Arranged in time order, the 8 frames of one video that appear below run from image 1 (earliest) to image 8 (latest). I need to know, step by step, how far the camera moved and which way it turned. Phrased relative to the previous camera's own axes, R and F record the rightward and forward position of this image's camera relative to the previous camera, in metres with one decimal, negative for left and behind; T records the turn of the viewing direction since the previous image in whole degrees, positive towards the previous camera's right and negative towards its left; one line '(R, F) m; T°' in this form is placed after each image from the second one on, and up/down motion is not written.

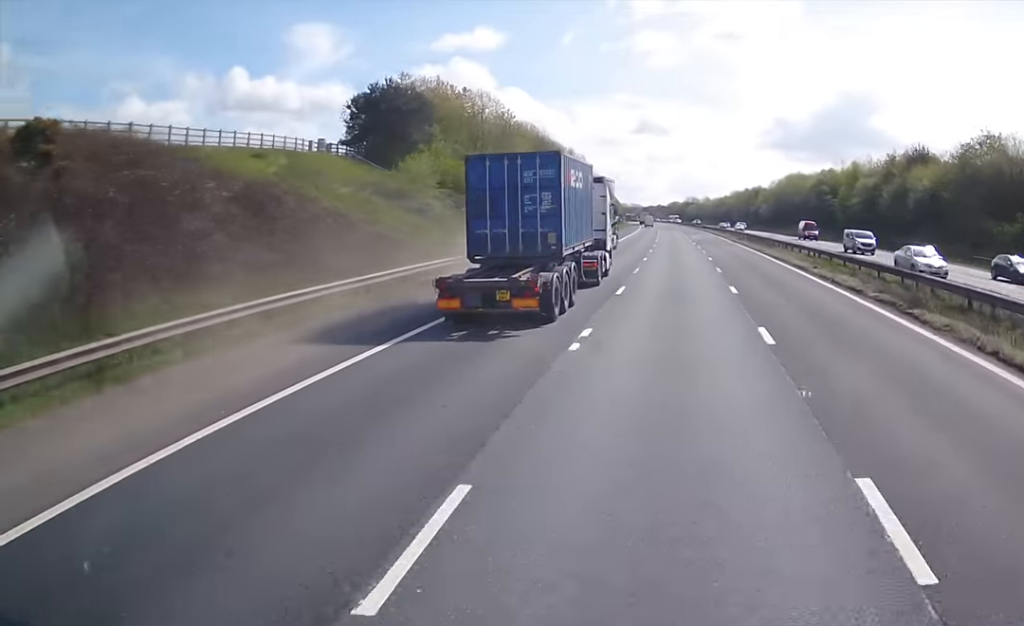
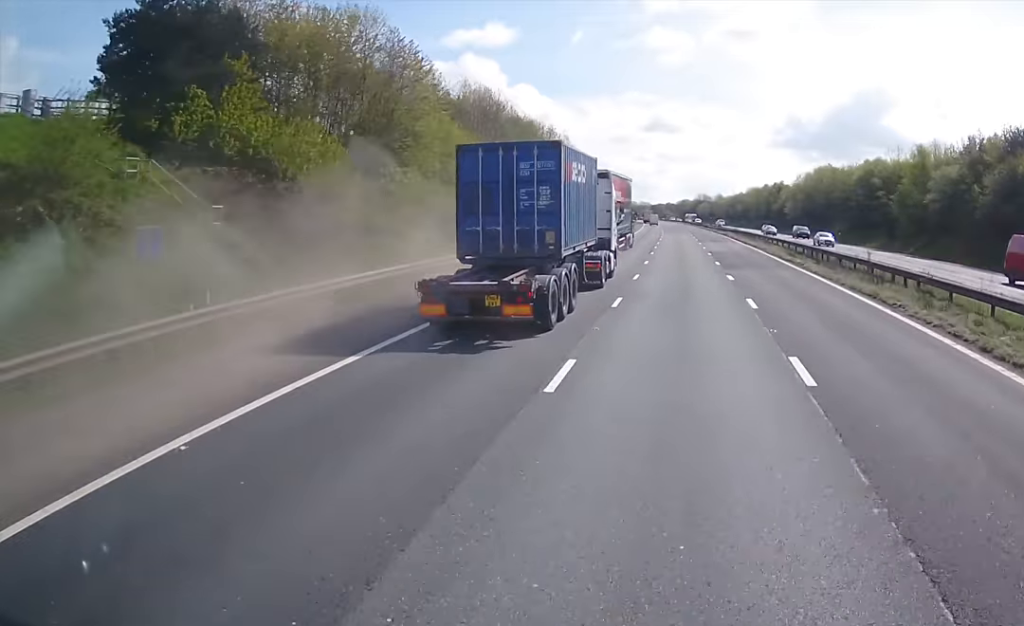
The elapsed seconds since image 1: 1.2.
(0.0, +29.8) m; +1°
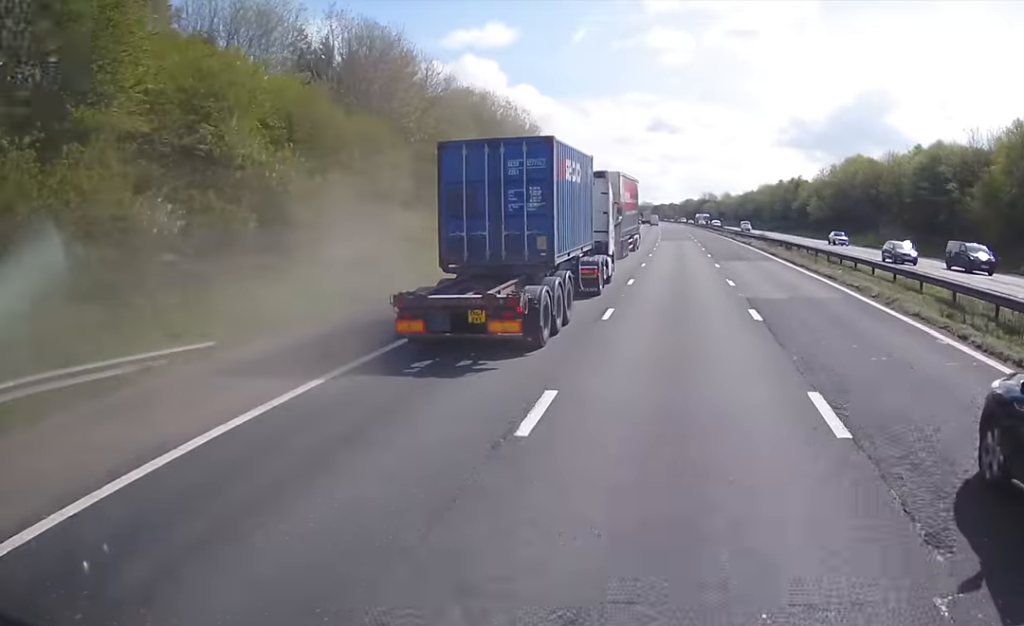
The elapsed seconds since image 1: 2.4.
(+0.4, +27.5) m; +1°
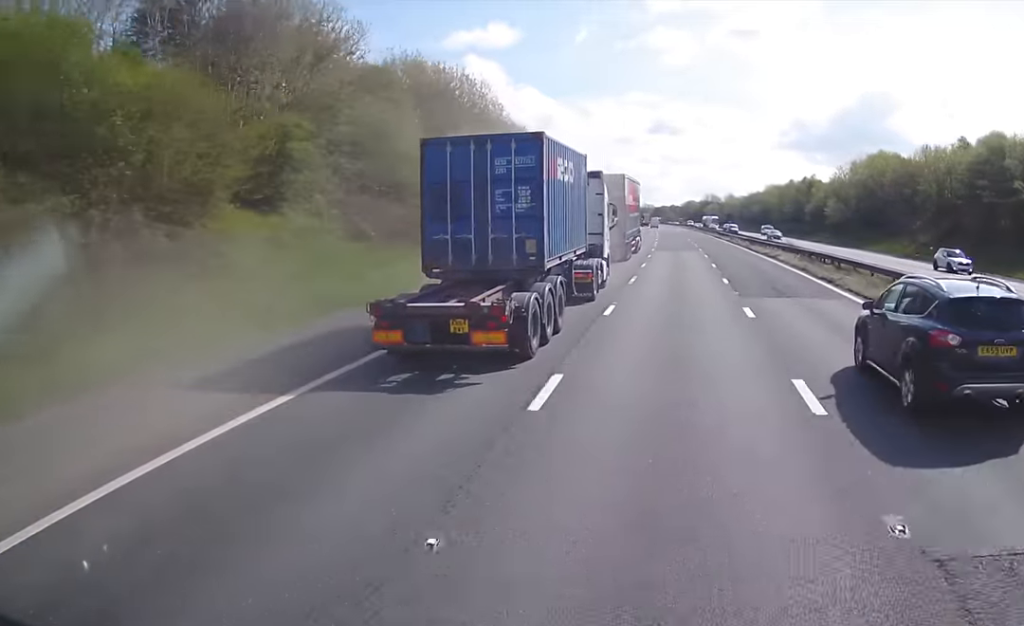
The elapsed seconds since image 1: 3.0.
(0.0, +16.2) m; 0°
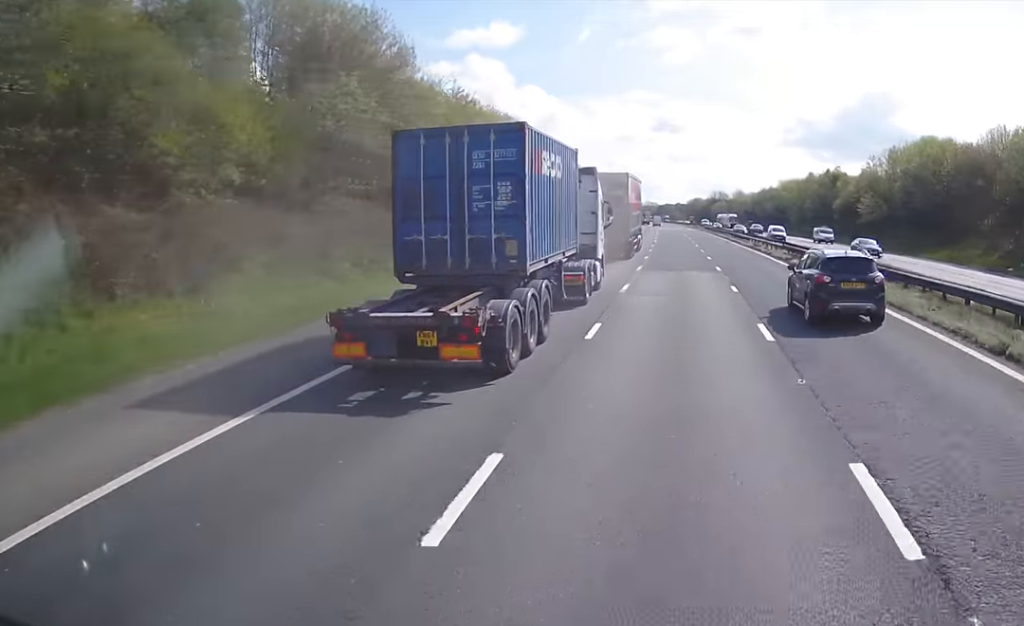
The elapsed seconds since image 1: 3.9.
(-0.3, +22.0) m; -1°
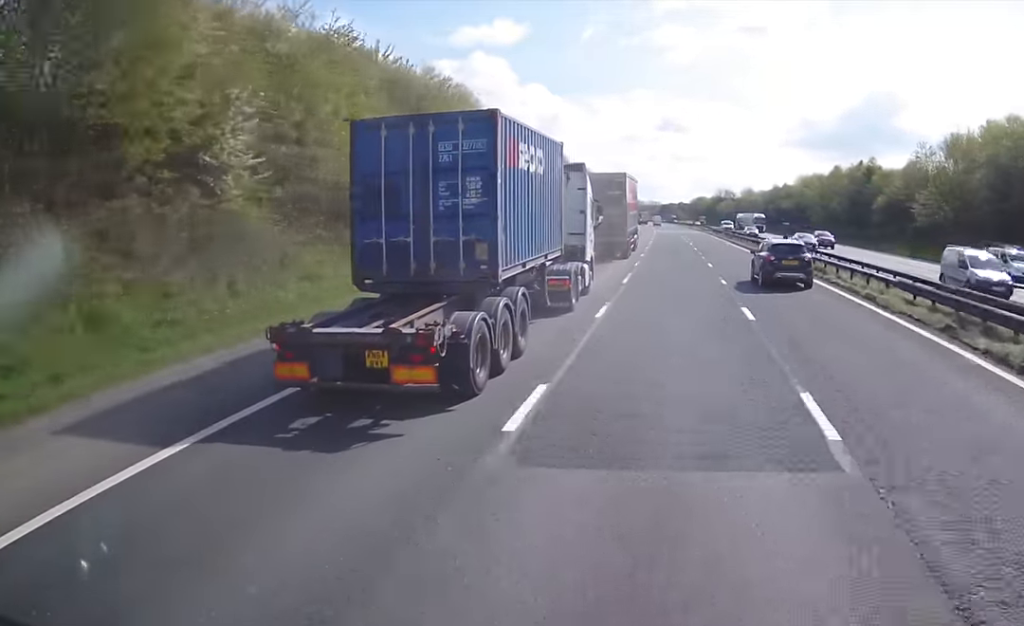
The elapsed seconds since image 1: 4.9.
(0.0, +24.6) m; 0°
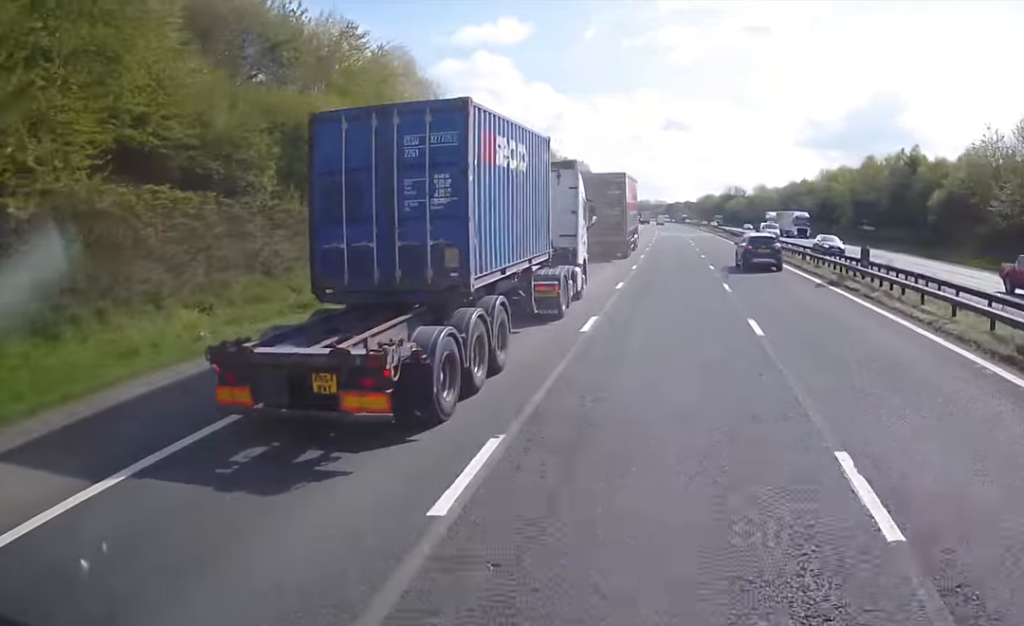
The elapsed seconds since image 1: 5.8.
(-0.2, +20.2) m; 0°
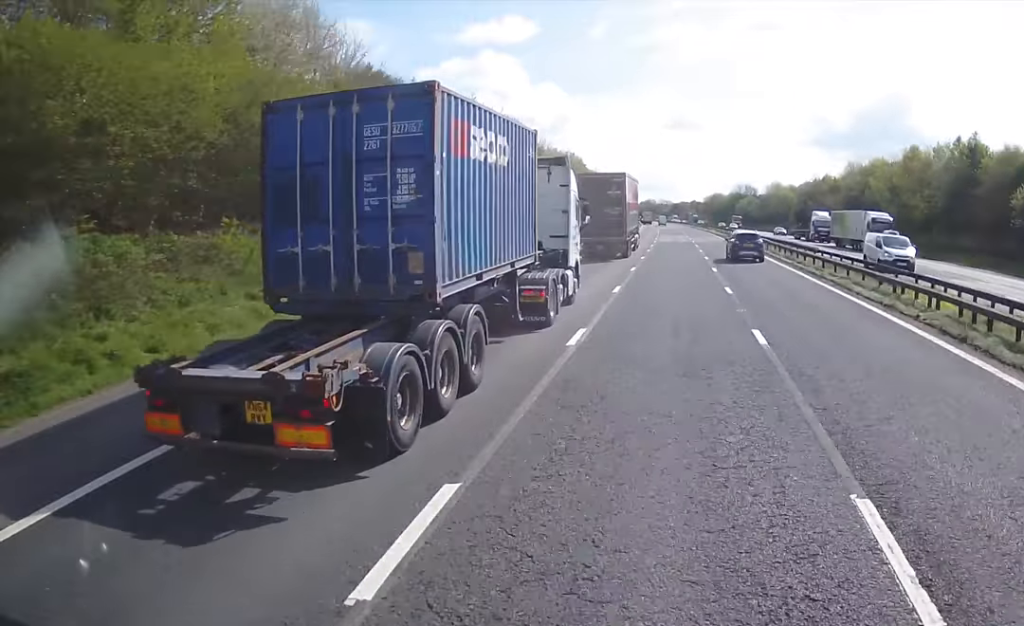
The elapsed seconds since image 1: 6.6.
(0.0, +19.6) m; 0°
